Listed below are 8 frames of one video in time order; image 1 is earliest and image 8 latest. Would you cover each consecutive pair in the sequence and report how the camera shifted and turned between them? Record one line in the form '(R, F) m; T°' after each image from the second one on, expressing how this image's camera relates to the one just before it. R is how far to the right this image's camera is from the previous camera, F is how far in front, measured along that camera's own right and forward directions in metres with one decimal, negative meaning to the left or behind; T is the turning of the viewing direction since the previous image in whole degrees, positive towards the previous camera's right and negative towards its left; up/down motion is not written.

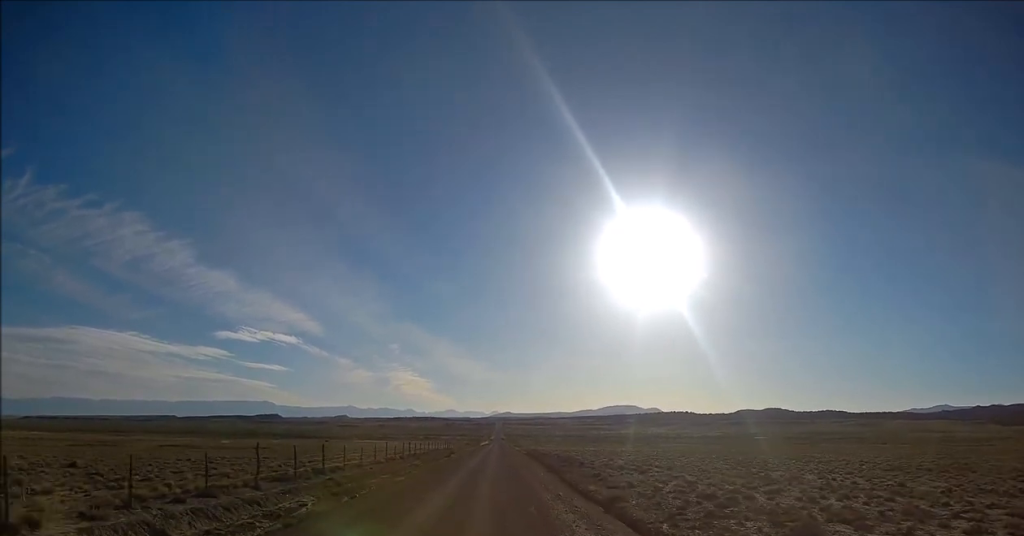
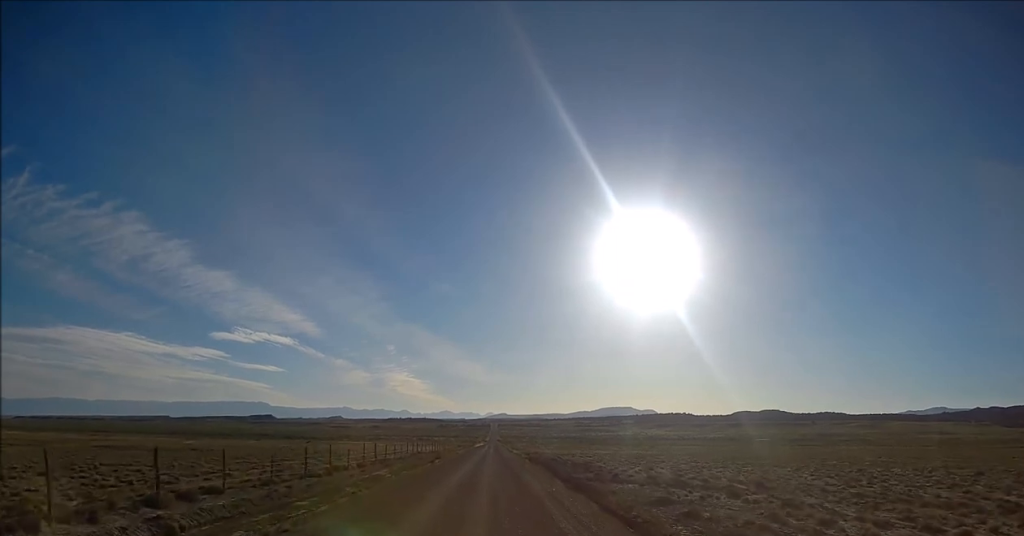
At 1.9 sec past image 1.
(0.0, +21.0) m; 0°
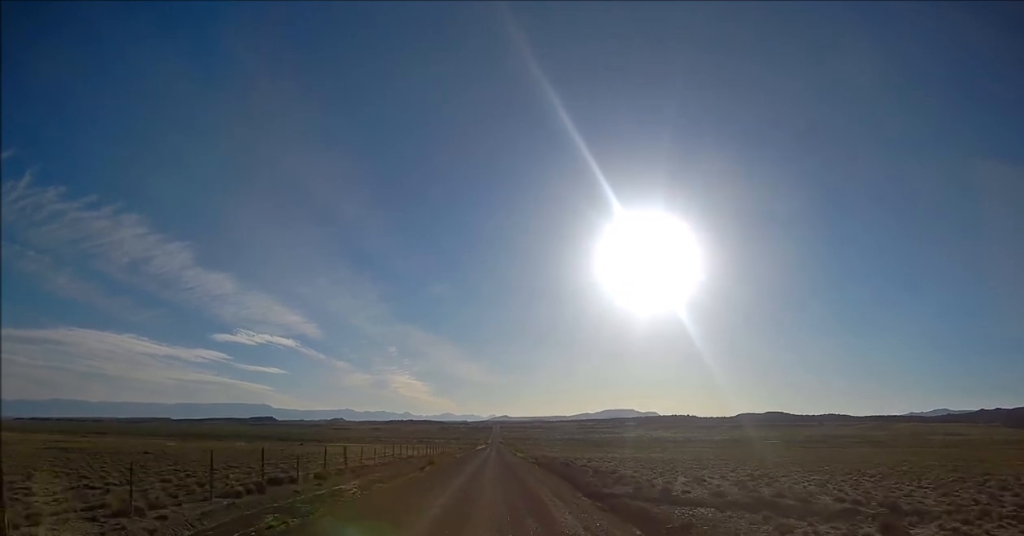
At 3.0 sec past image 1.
(0.0, +12.7) m; 0°
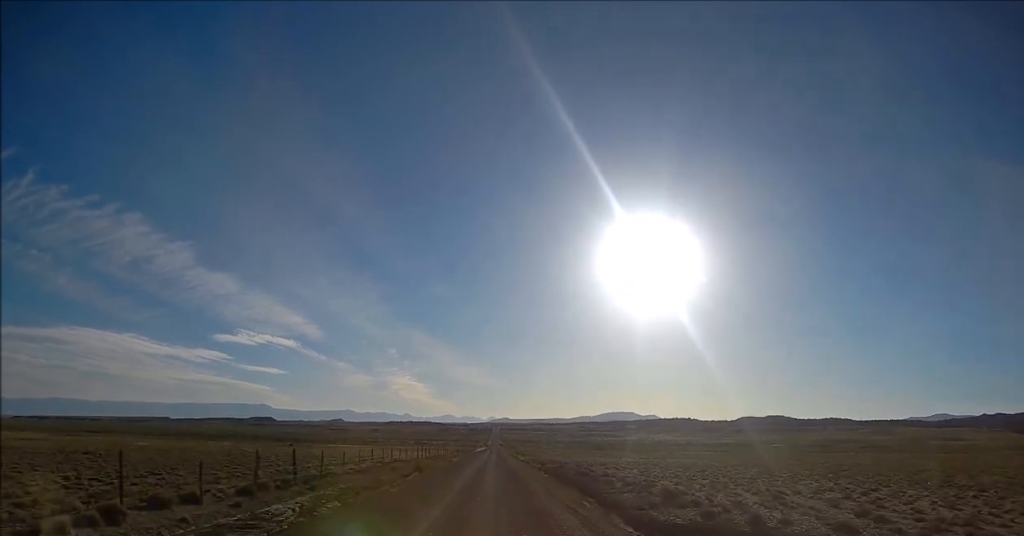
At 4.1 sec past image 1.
(0.0, +11.5) m; 0°
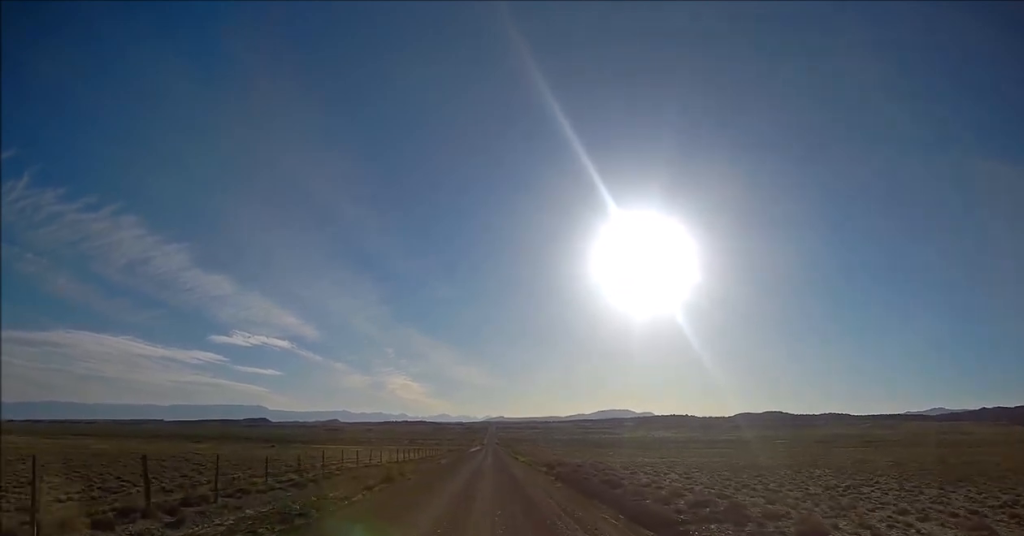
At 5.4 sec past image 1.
(0.0, +15.0) m; 0°
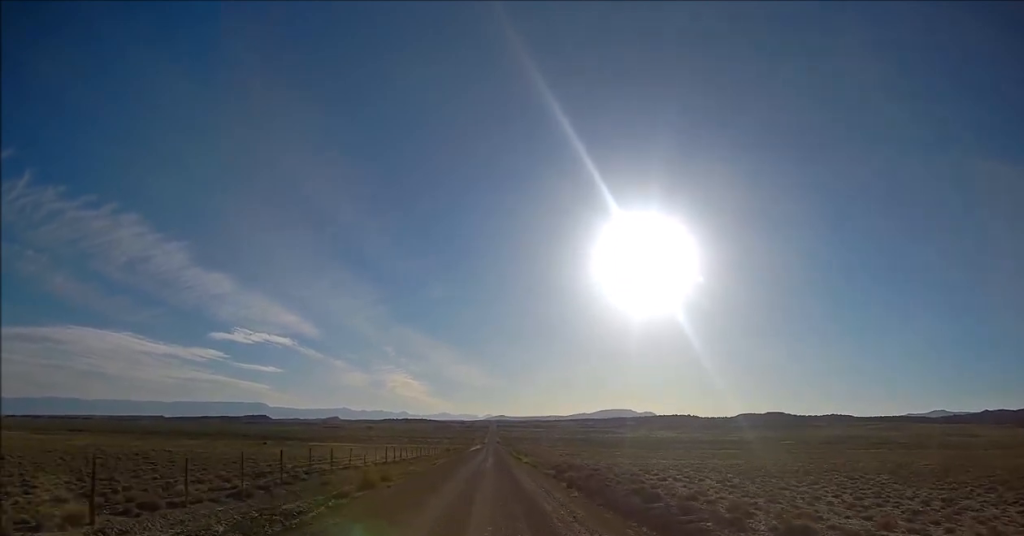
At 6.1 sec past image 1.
(0.0, +8.7) m; 0°
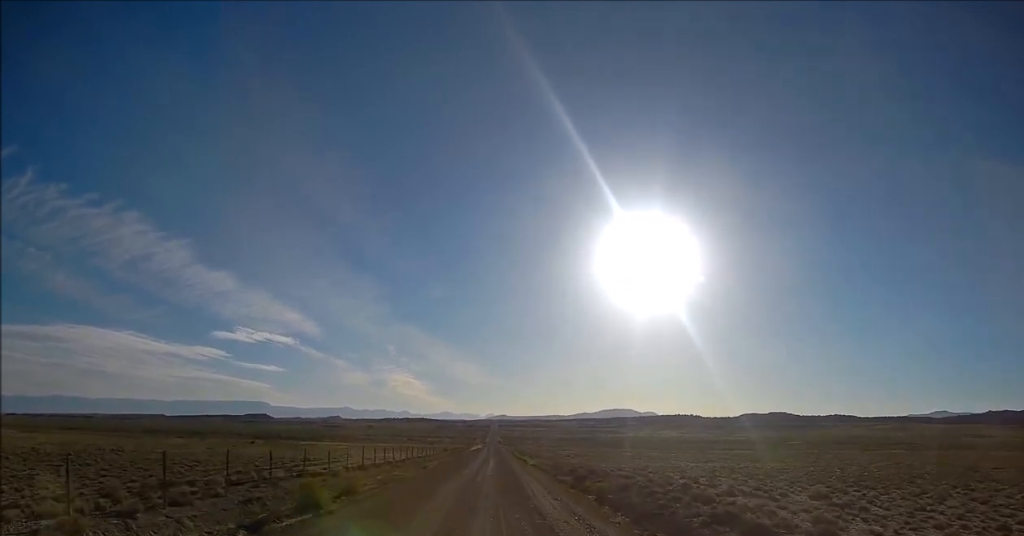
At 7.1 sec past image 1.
(0.0, +12.3) m; 0°
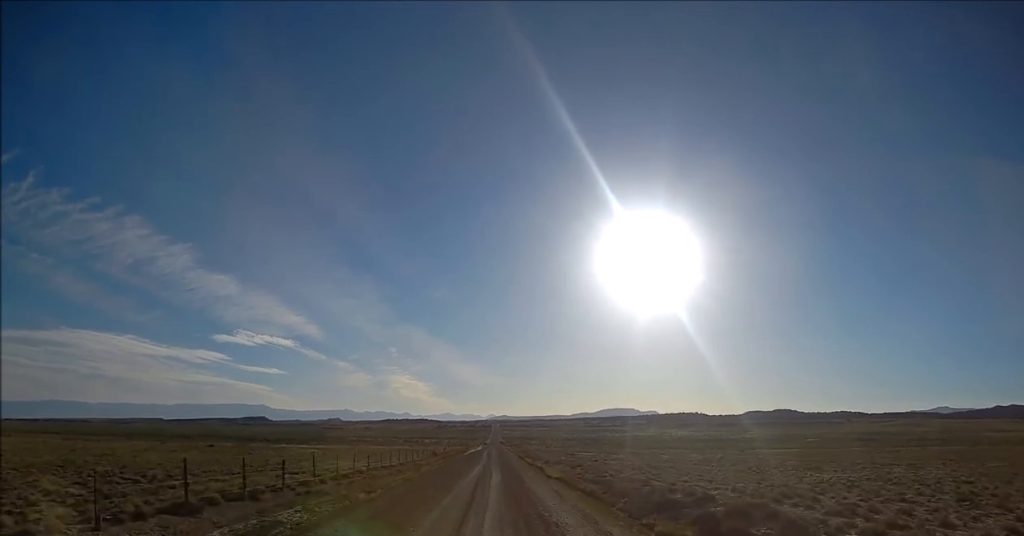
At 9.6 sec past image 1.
(-0.1, +29.4) m; 0°
